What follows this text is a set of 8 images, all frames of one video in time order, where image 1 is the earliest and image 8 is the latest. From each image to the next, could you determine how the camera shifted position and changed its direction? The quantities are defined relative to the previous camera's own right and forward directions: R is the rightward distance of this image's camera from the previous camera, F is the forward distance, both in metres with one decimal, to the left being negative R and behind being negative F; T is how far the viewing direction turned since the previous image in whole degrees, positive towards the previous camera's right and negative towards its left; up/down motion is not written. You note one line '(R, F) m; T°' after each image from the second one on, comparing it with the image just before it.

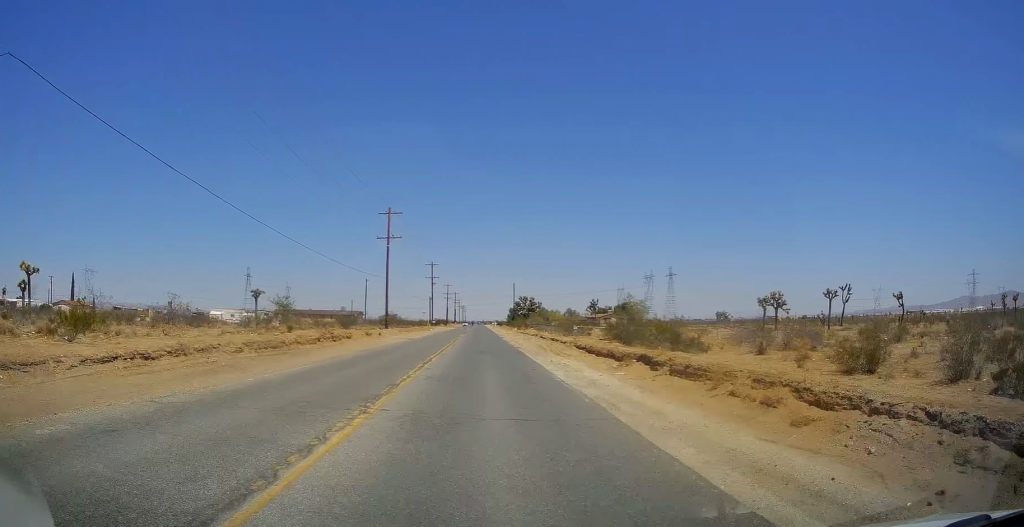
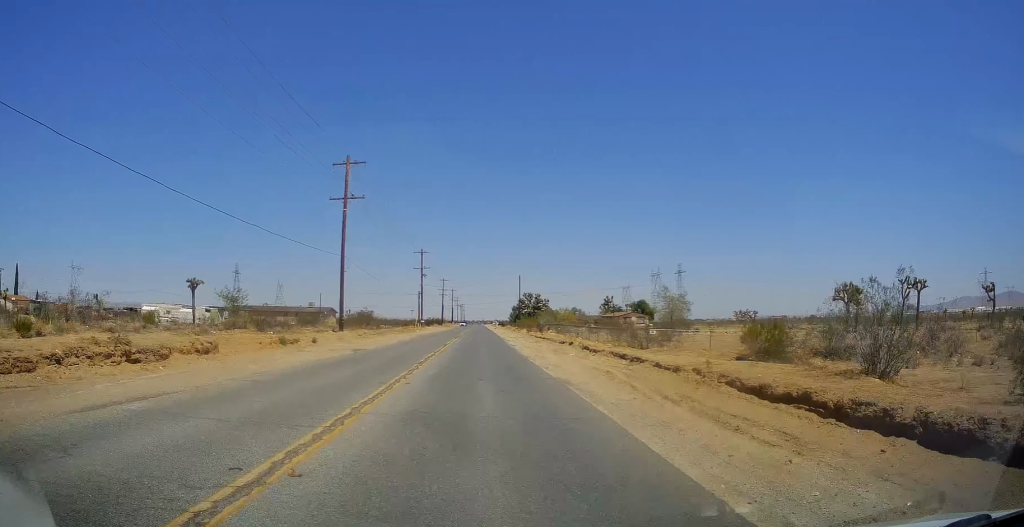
(0.0, +24.2) m; 0°
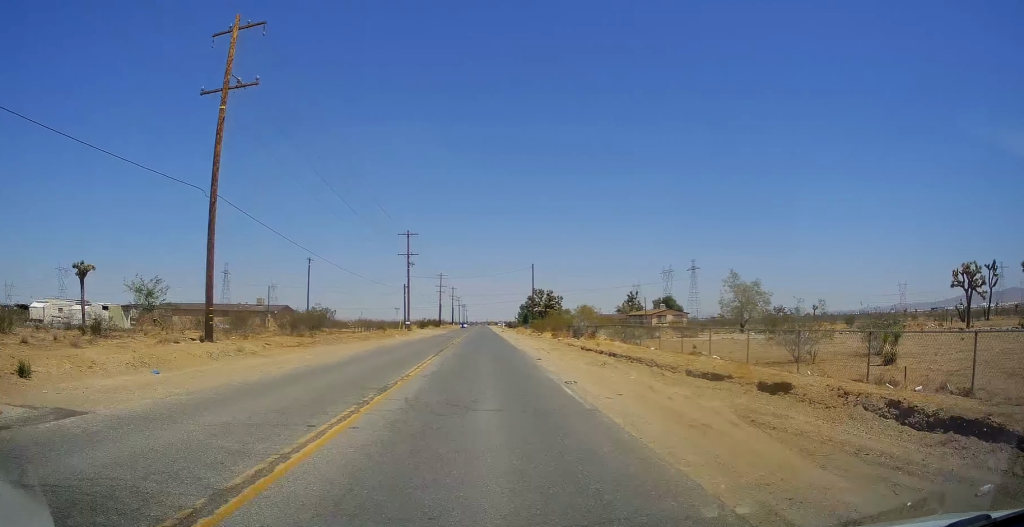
(0.0, +24.2) m; 0°
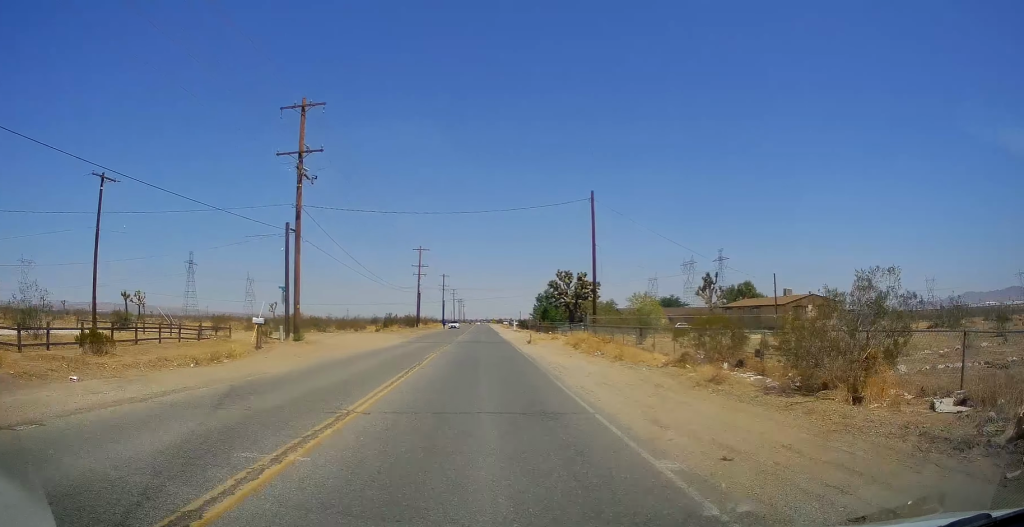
(0.0, +55.1) m; 0°
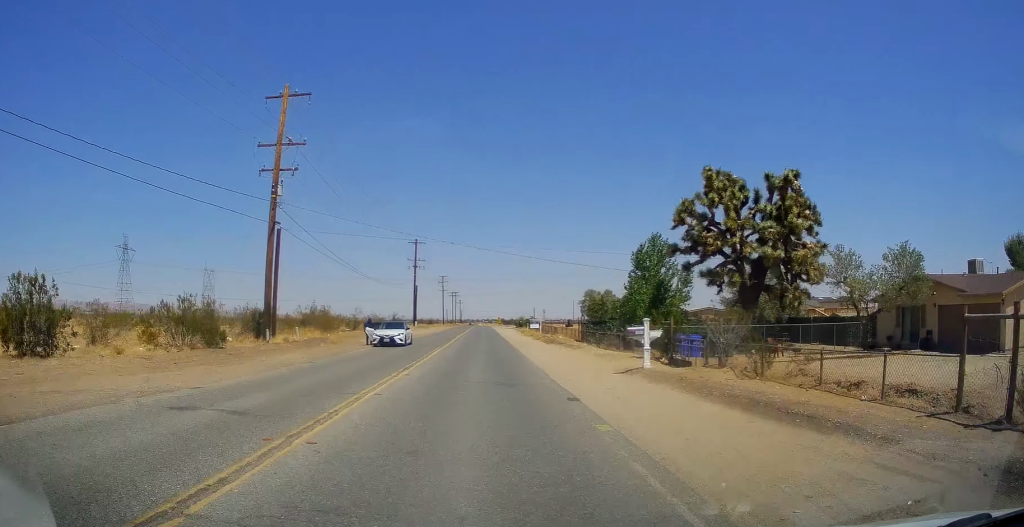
(+1.5, +76.7) m; +1°
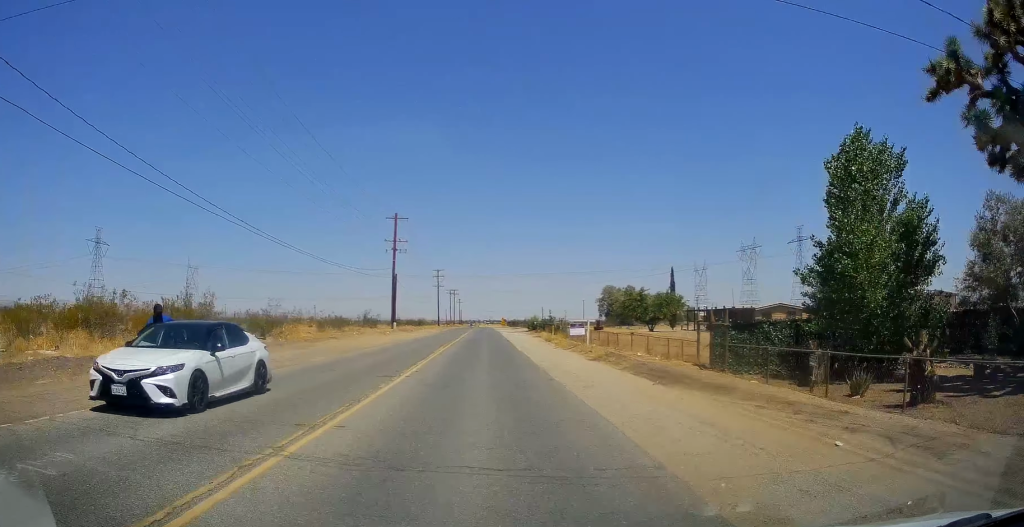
(-0.5, +26.8) m; -1°
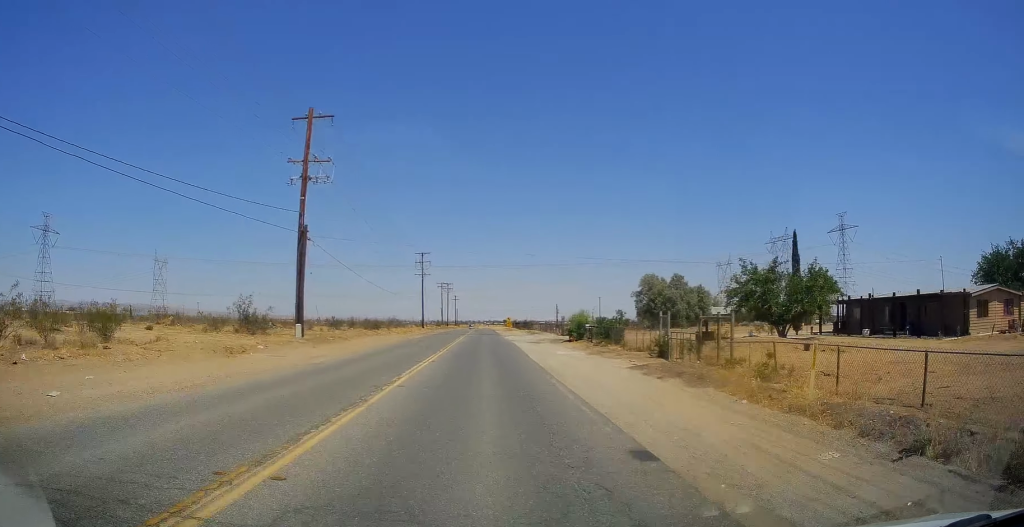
(0.0, +39.2) m; -1°
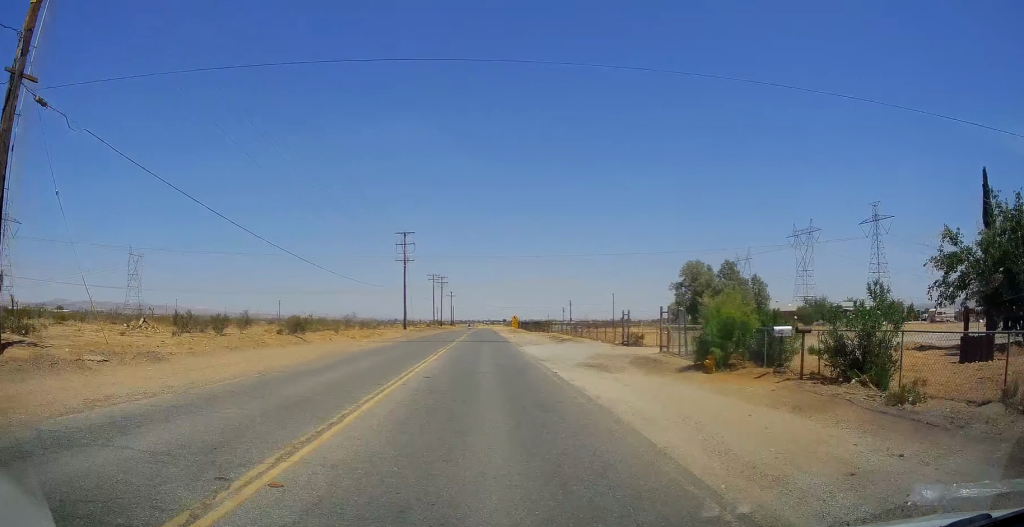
(-0.6, +27.1) m; 0°
